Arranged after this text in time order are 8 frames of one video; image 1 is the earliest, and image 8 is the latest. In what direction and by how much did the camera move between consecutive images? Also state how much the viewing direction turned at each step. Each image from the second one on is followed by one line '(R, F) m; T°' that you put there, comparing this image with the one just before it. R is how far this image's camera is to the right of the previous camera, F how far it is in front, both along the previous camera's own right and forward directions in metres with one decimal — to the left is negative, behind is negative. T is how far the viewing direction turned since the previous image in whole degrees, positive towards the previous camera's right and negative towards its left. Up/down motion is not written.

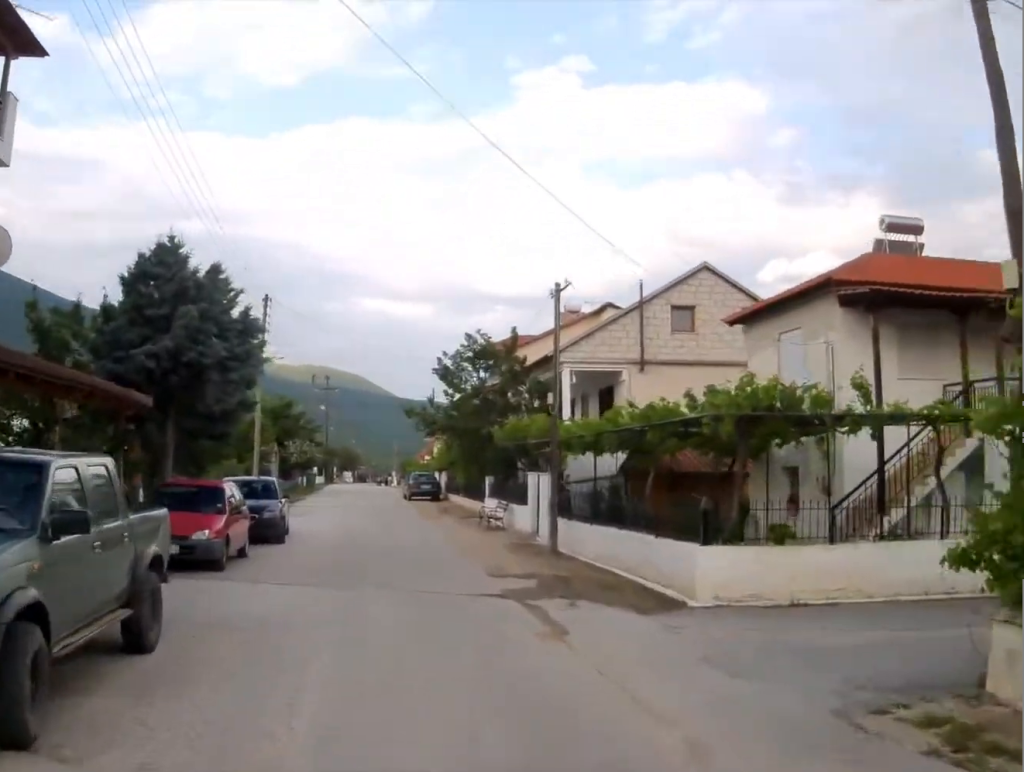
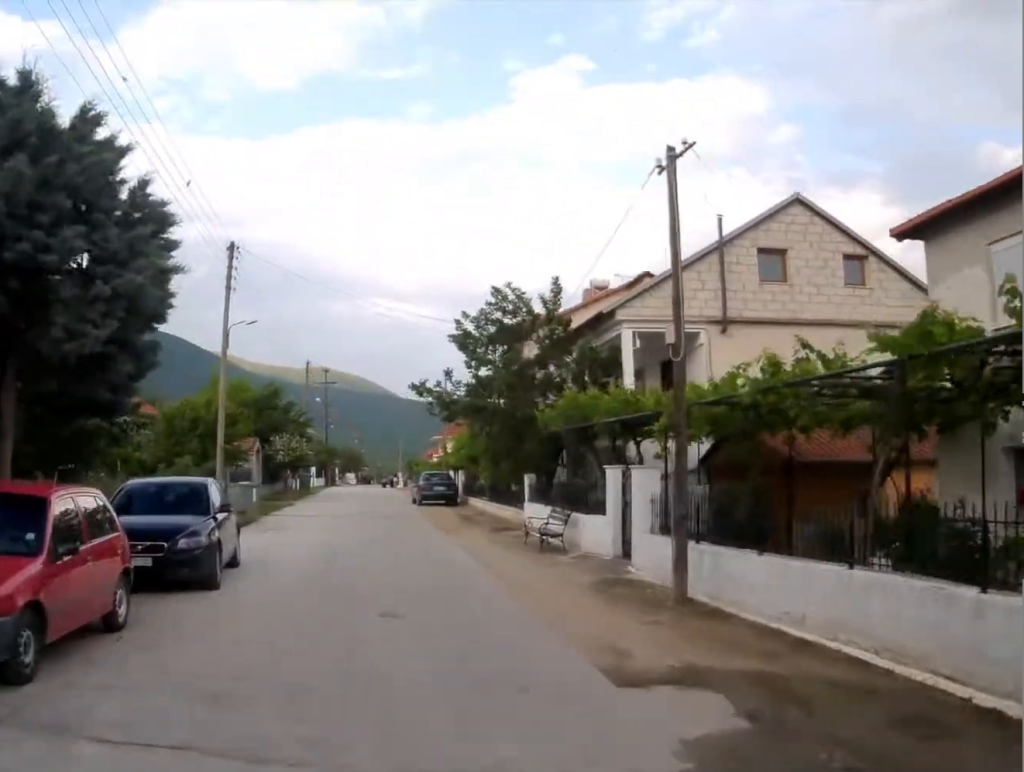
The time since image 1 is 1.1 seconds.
(0.0, +8.2) m; +1°
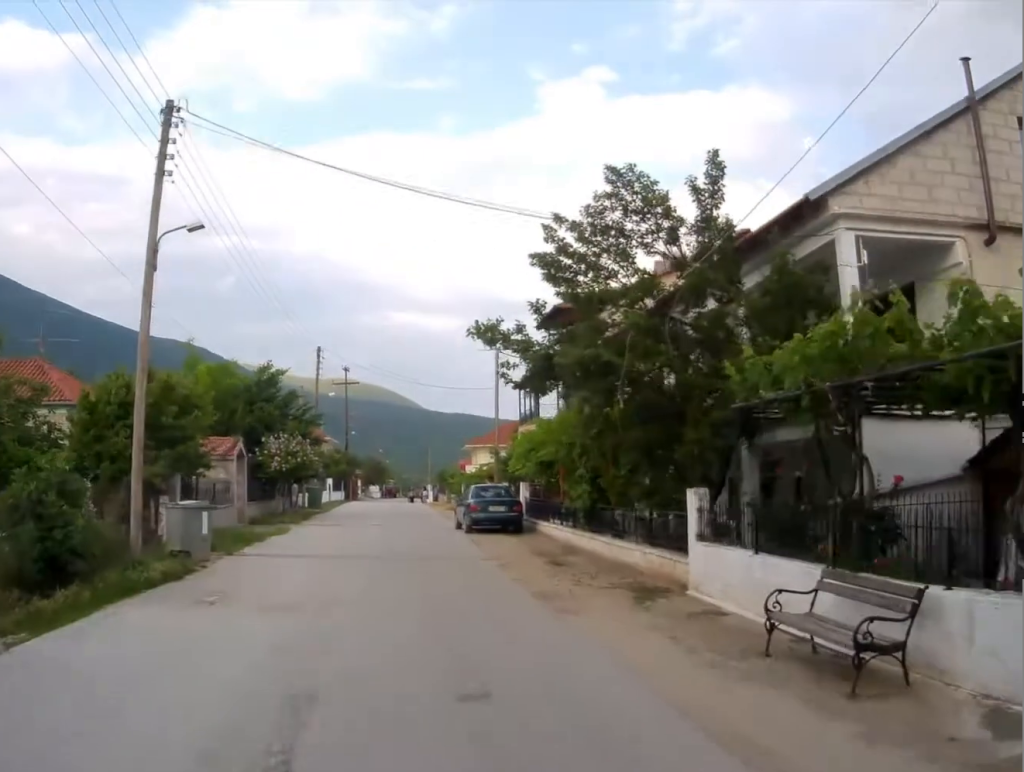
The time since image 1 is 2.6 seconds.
(+0.1, +11.3) m; +1°
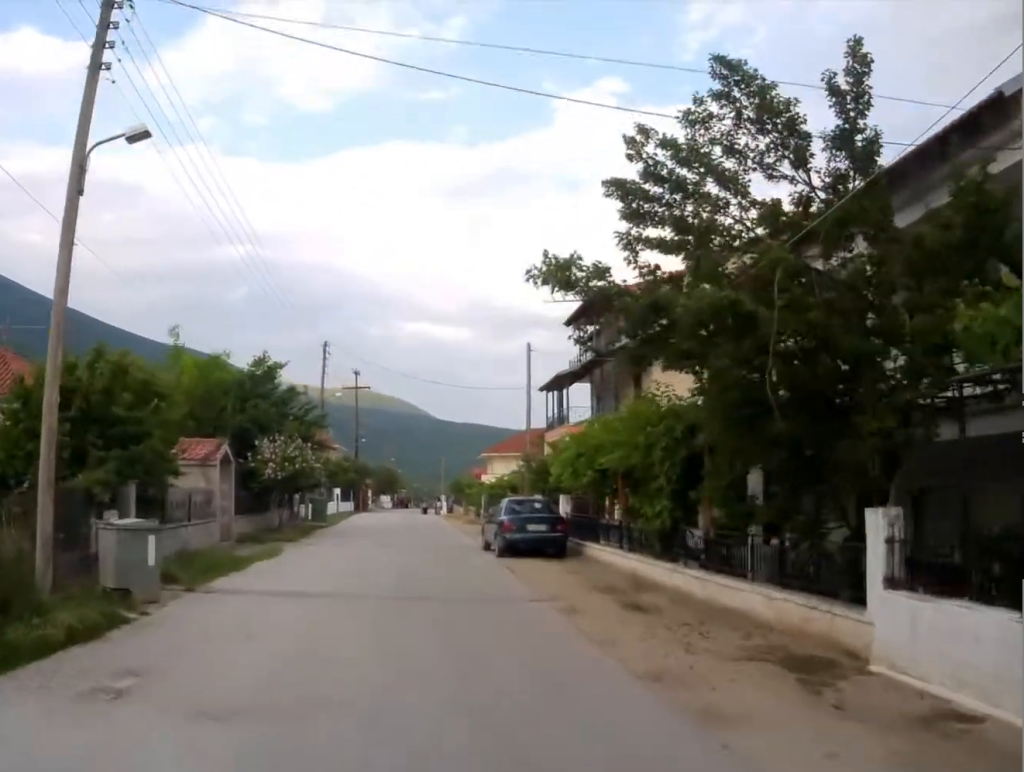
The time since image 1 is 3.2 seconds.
(0.0, +4.8) m; +1°
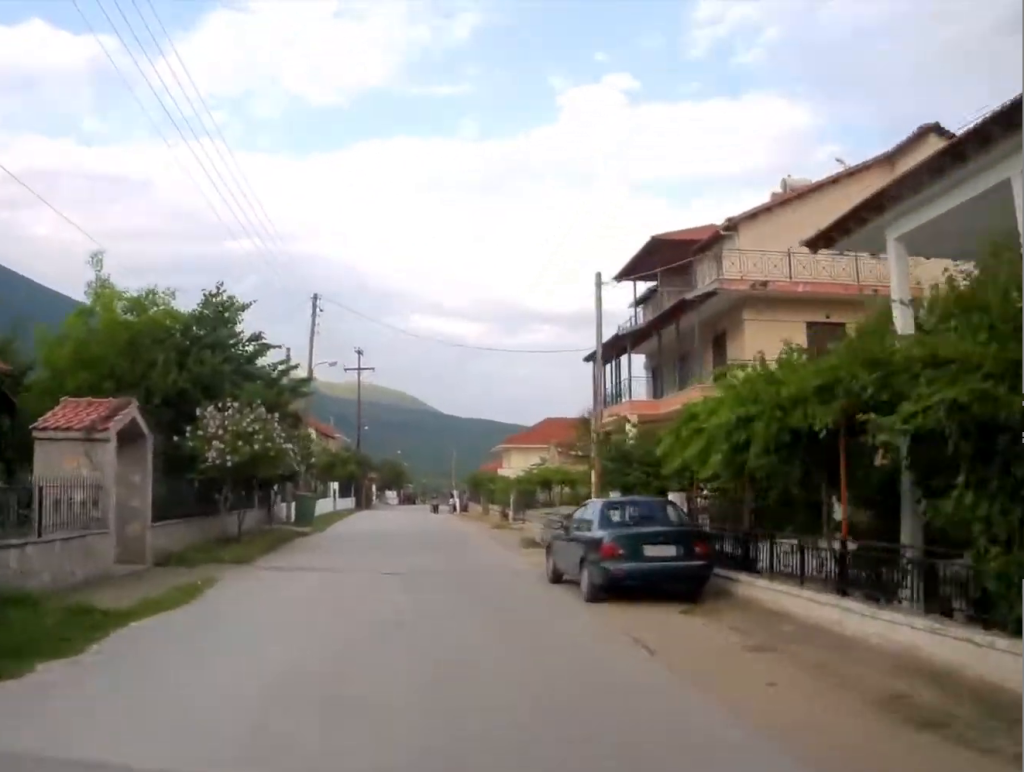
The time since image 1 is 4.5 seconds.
(+0.2, +9.4) m; -1°
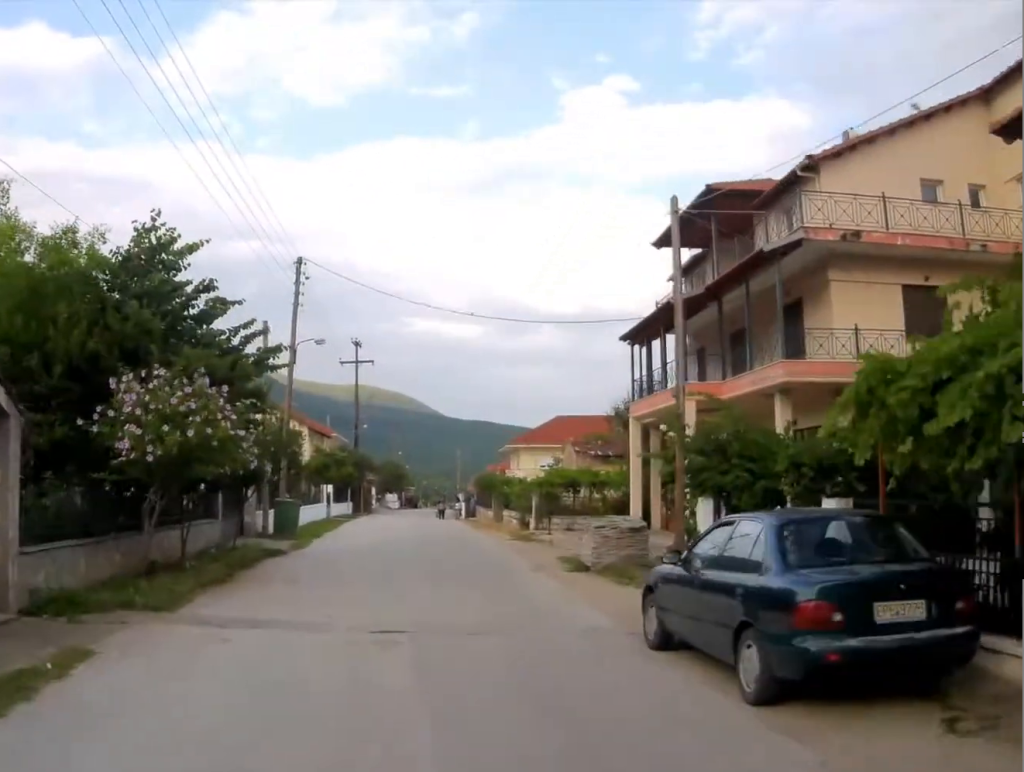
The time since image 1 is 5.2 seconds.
(-0.3, +5.9) m; -2°
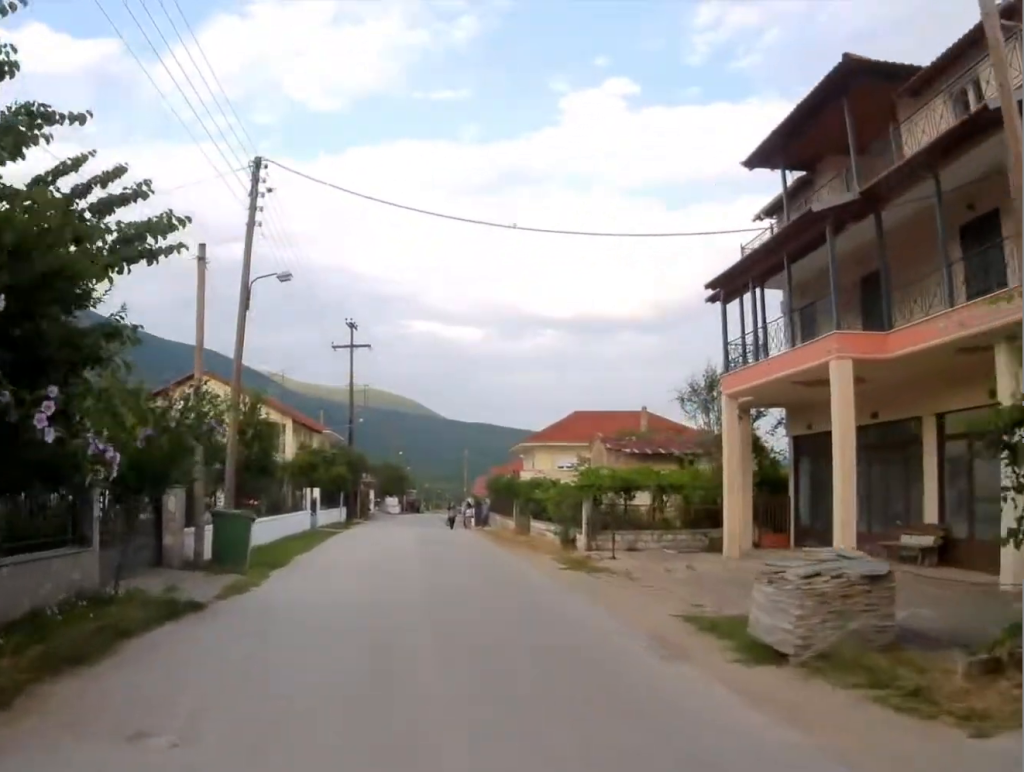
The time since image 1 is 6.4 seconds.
(+0.1, +8.9) m; +3°
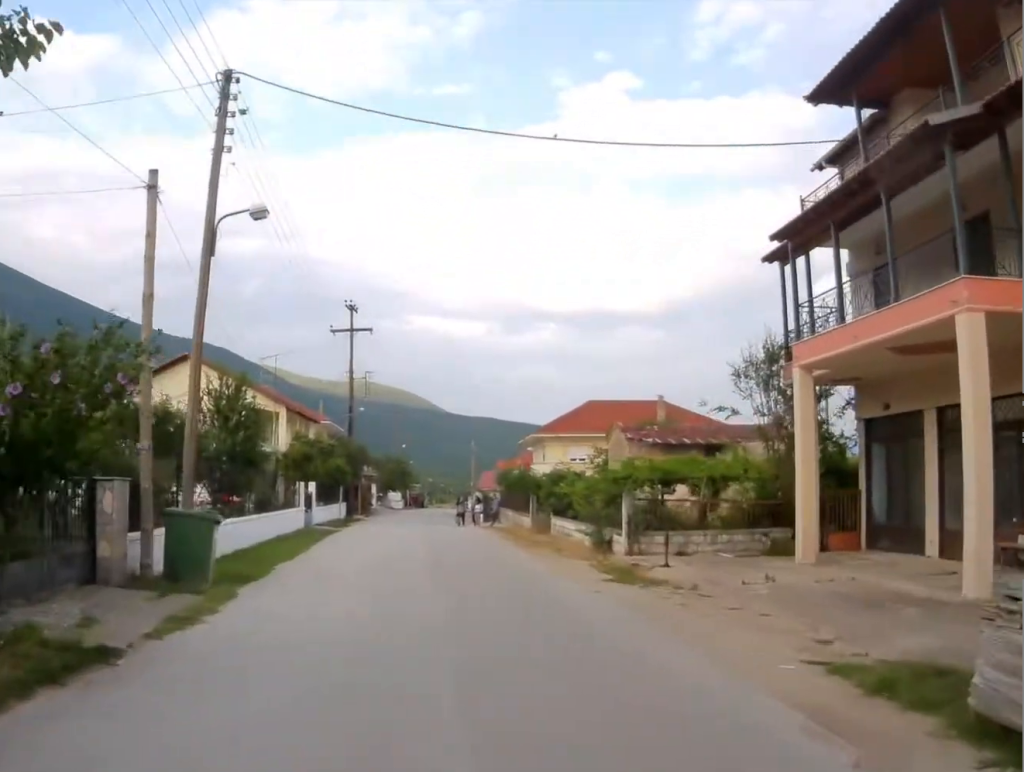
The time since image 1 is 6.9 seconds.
(+0.1, +4.0) m; 0°
